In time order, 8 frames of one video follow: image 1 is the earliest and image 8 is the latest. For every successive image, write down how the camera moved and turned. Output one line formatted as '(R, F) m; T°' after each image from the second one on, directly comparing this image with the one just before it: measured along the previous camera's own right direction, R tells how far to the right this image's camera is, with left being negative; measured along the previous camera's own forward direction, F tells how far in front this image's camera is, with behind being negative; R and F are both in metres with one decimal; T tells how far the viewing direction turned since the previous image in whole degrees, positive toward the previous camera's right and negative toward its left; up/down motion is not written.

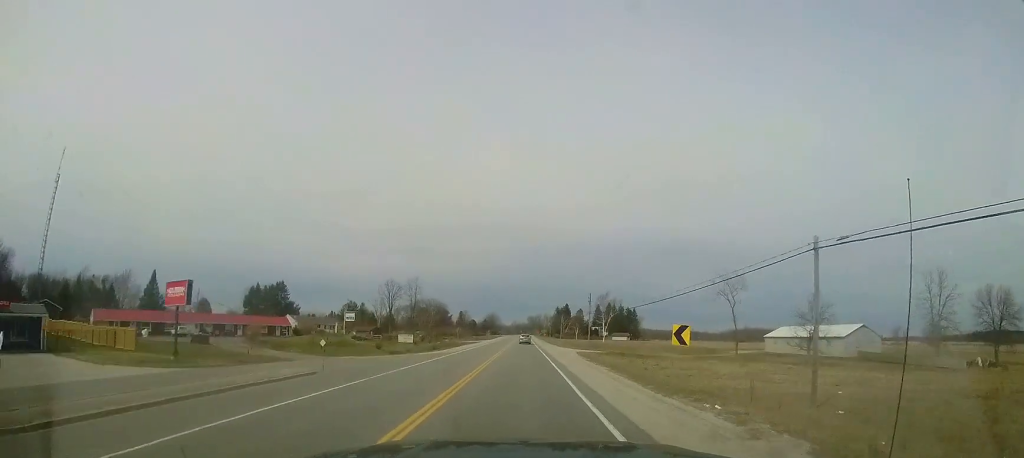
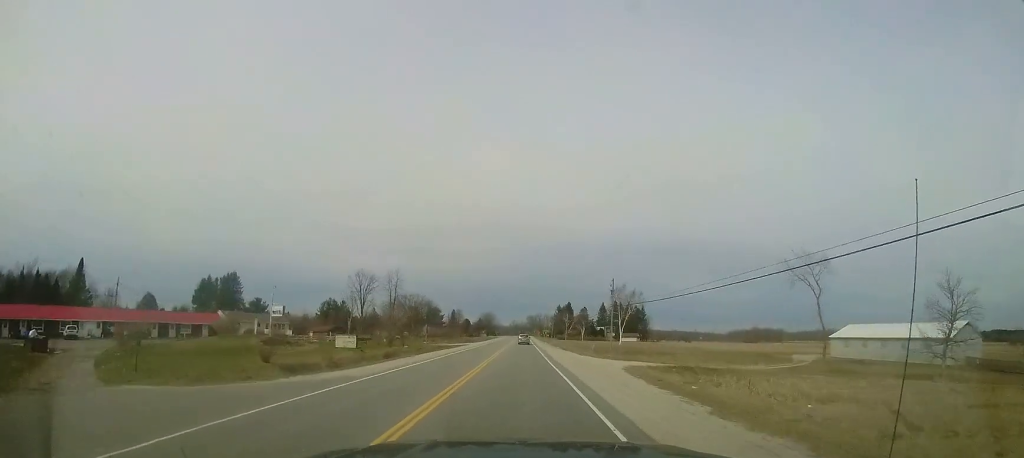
(-0.1, +19.8) m; -1°
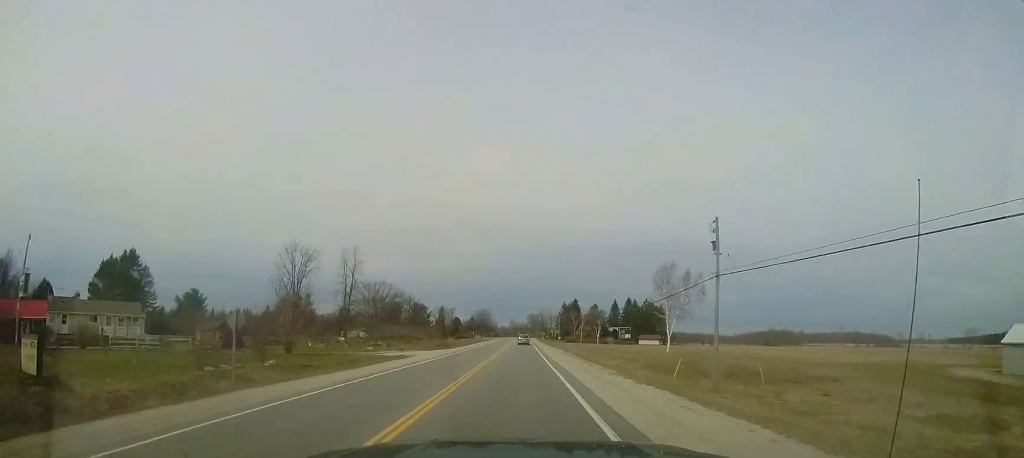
(-0.3, +29.6) m; -1°
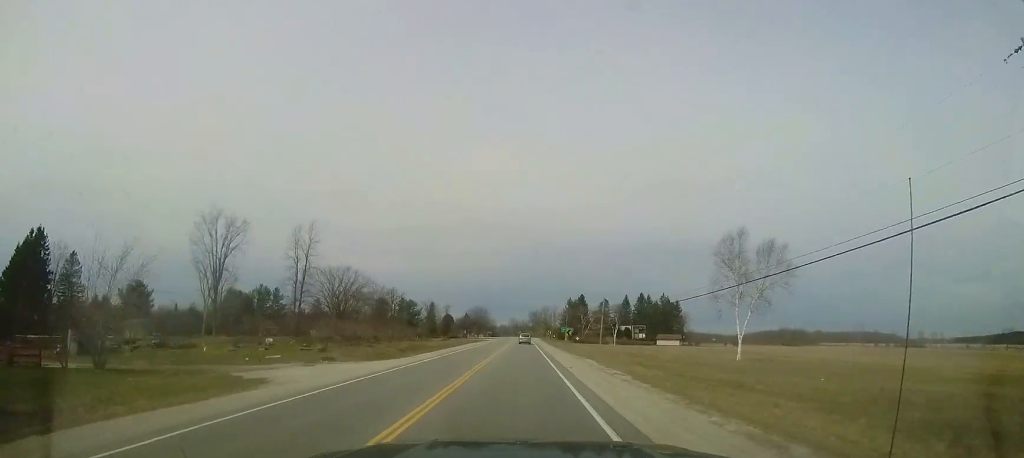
(0.0, +19.8) m; 0°
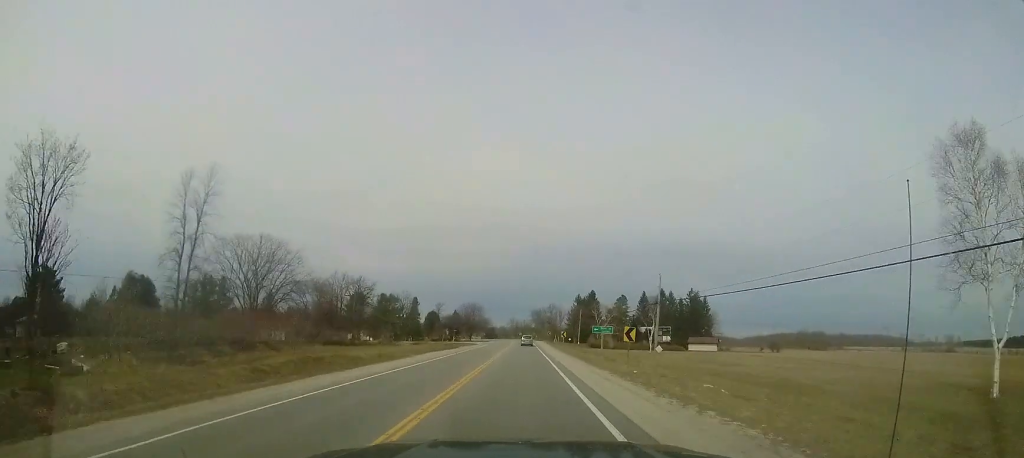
(+0.1, +25.9) m; 0°
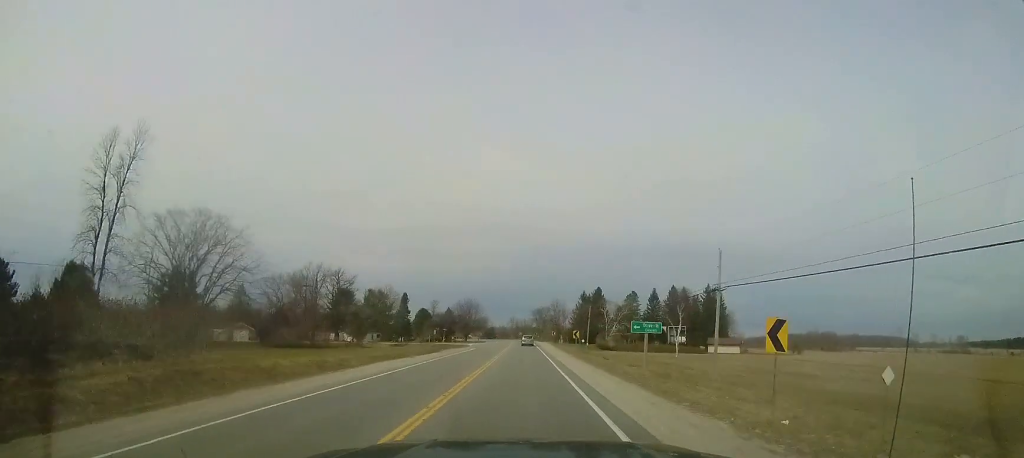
(+0.1, +11.8) m; 0°
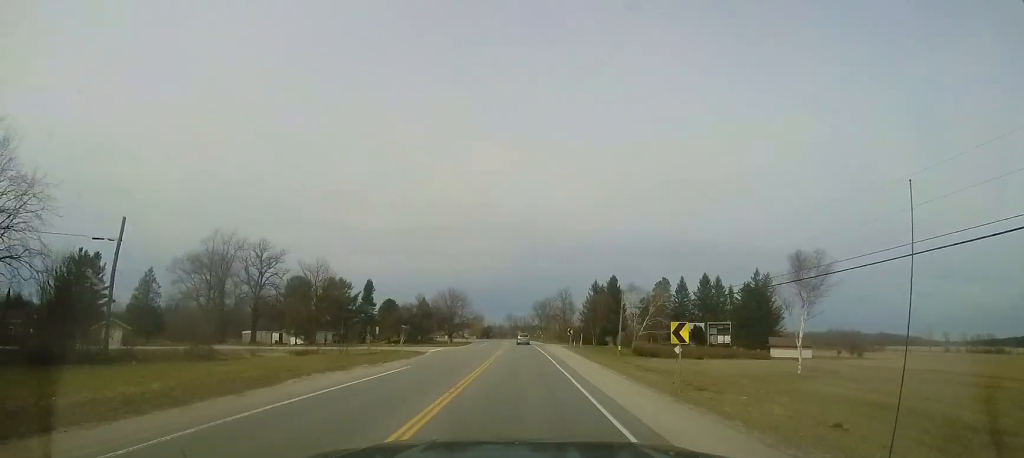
(-0.4, +26.7) m; 0°
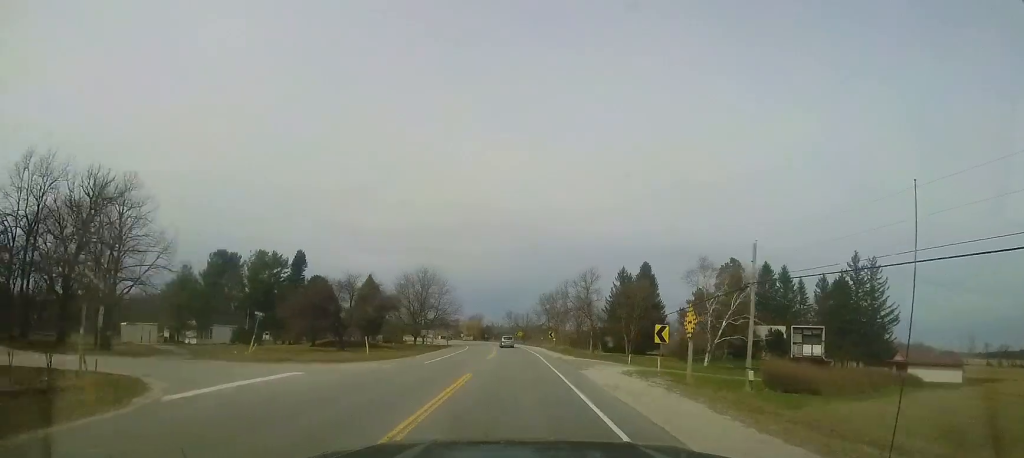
(+0.4, +30.8) m; +1°
